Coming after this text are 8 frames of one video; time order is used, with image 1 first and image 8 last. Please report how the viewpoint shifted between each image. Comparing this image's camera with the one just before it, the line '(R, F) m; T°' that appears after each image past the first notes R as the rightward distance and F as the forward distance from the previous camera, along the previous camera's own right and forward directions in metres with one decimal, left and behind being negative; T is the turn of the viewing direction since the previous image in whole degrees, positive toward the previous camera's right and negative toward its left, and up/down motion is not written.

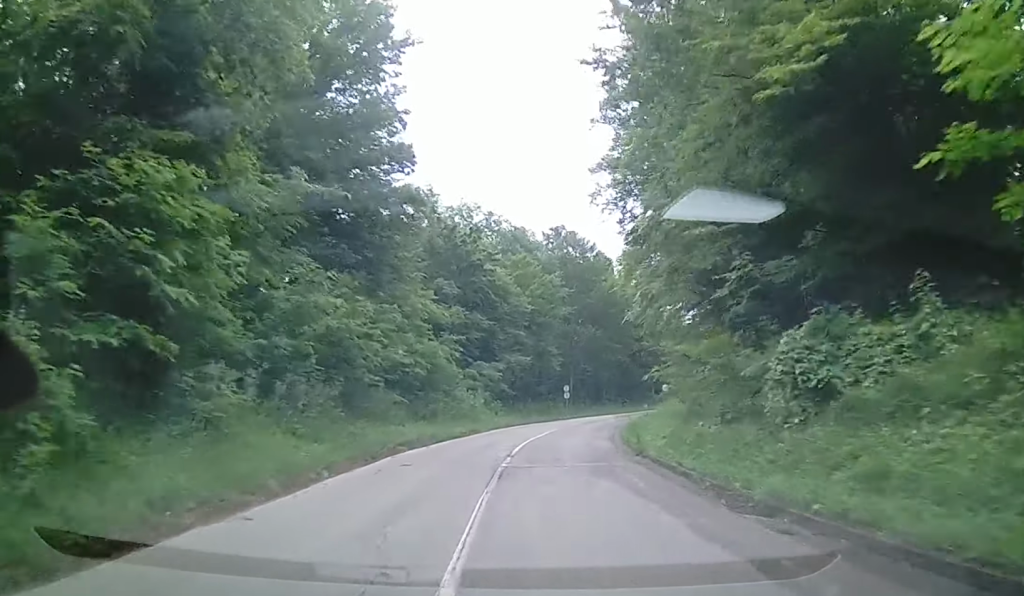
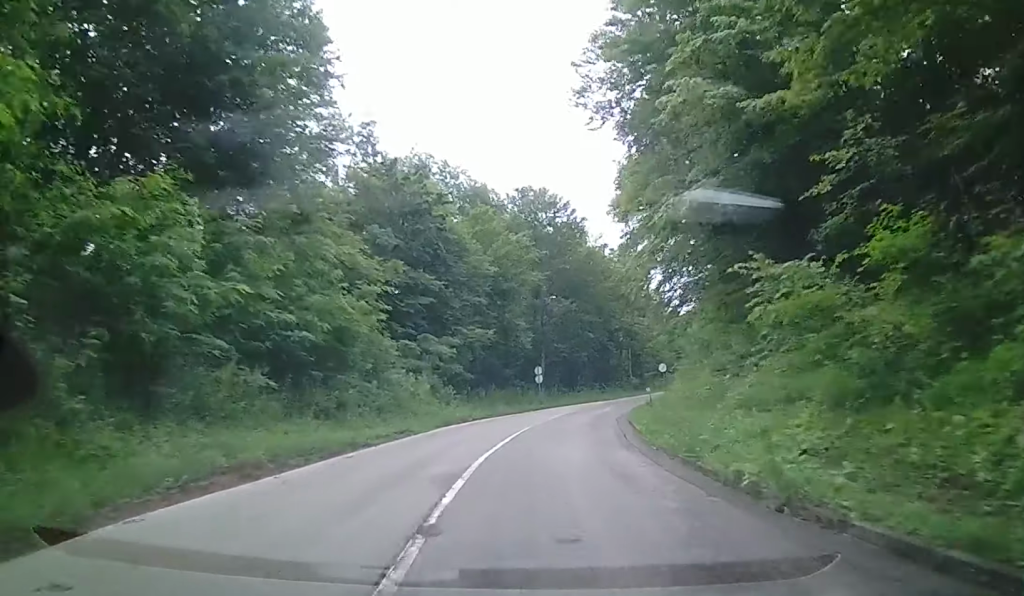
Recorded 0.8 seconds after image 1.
(+0.1, +12.7) m; +2°
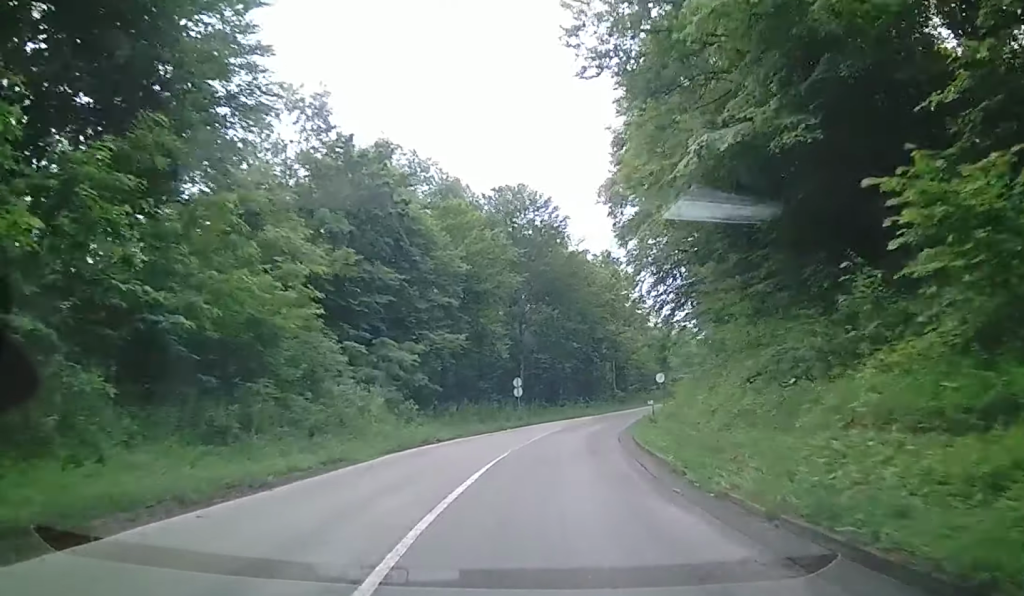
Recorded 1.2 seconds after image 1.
(+0.2, +6.3) m; +1°
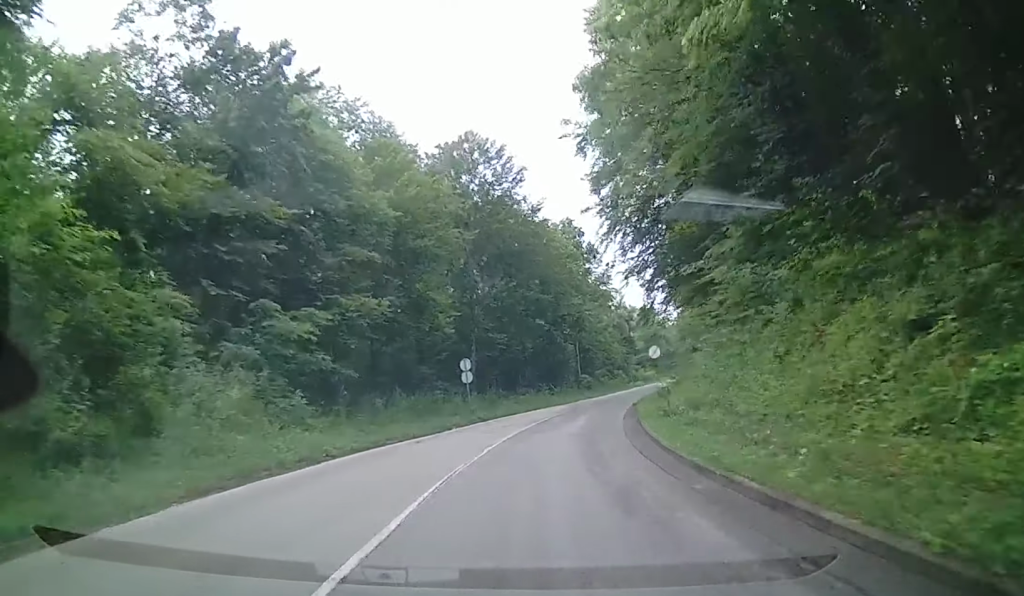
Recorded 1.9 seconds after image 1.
(+0.1, +10.2) m; +2°
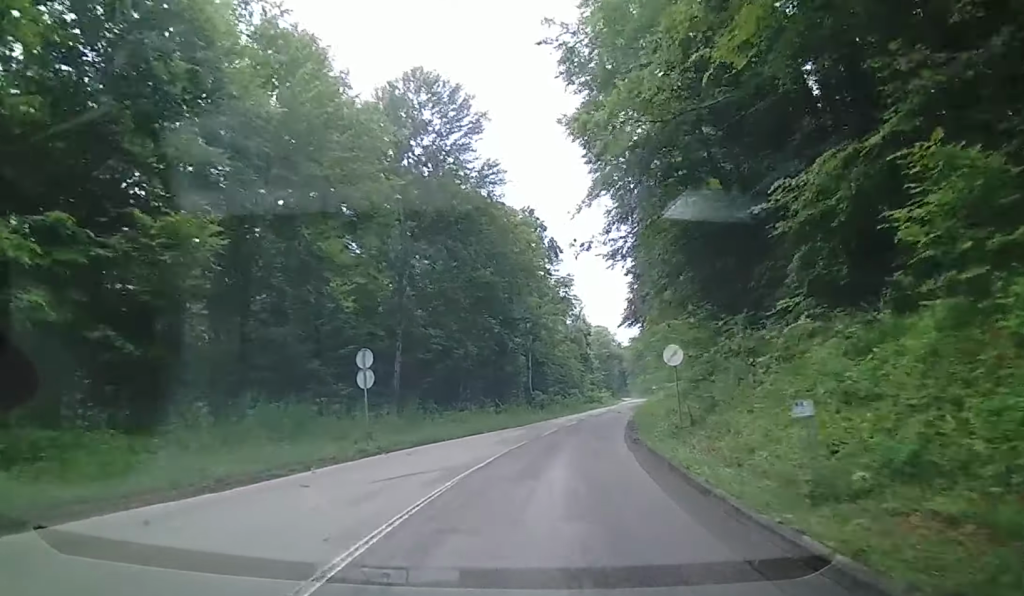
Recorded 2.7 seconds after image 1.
(0.0, +11.9) m; +4°
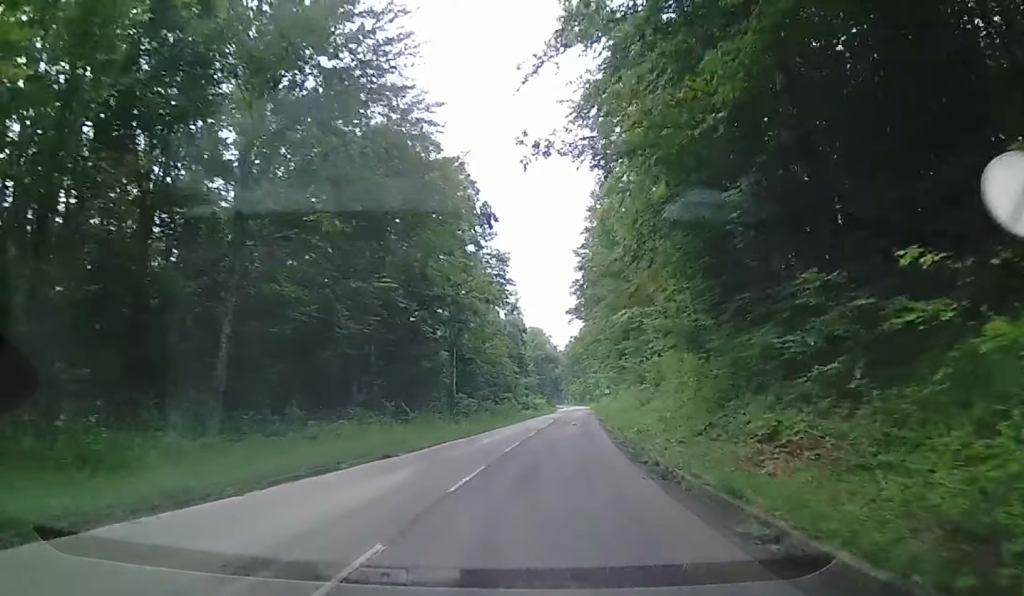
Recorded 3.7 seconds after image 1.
(+1.2, +14.3) m; +8°
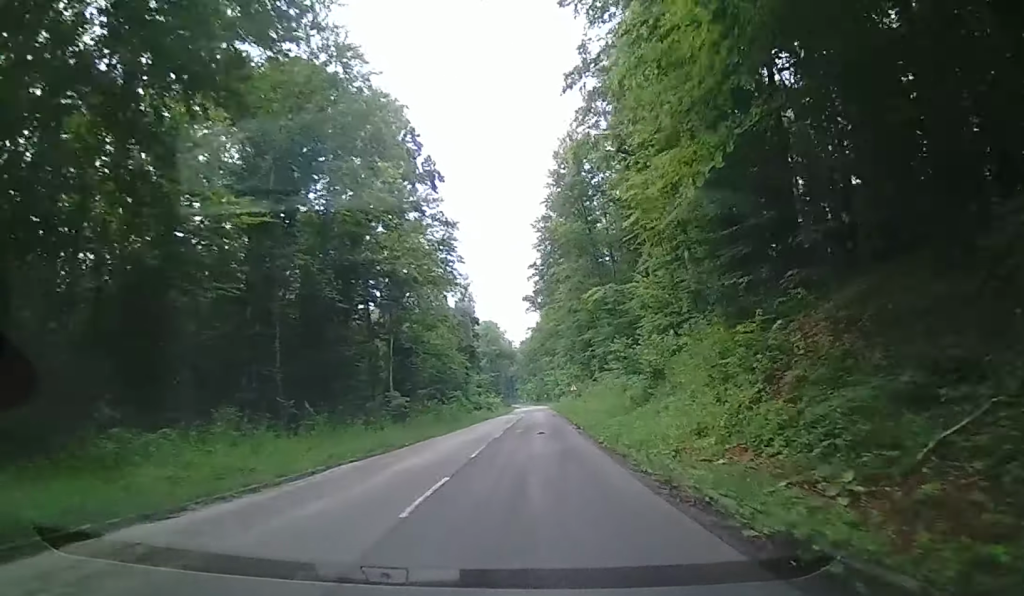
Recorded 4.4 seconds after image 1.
(+0.3, +9.8) m; +5°
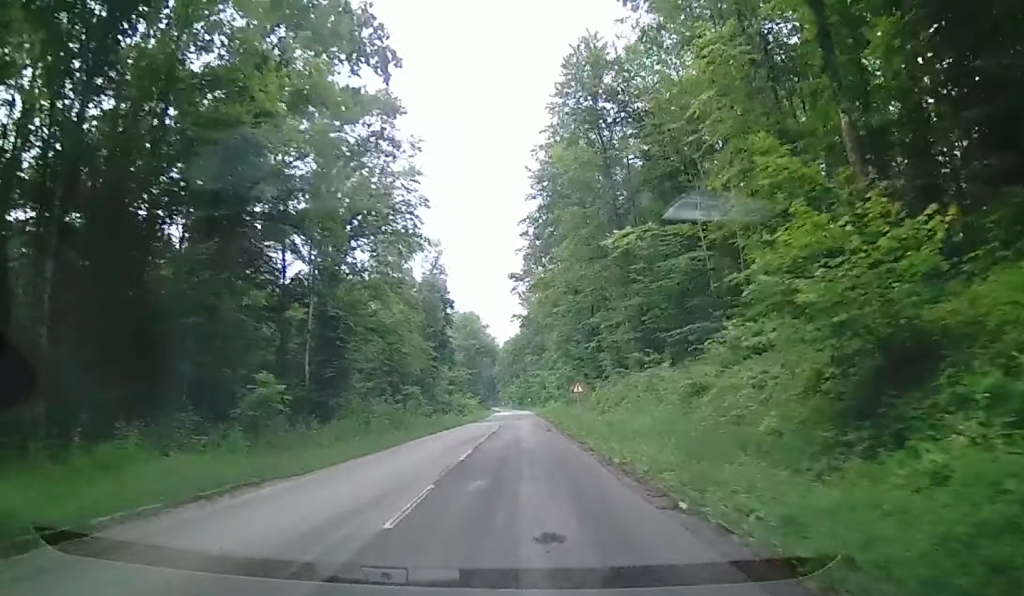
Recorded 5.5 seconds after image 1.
(+1.4, +16.7) m; +1°
